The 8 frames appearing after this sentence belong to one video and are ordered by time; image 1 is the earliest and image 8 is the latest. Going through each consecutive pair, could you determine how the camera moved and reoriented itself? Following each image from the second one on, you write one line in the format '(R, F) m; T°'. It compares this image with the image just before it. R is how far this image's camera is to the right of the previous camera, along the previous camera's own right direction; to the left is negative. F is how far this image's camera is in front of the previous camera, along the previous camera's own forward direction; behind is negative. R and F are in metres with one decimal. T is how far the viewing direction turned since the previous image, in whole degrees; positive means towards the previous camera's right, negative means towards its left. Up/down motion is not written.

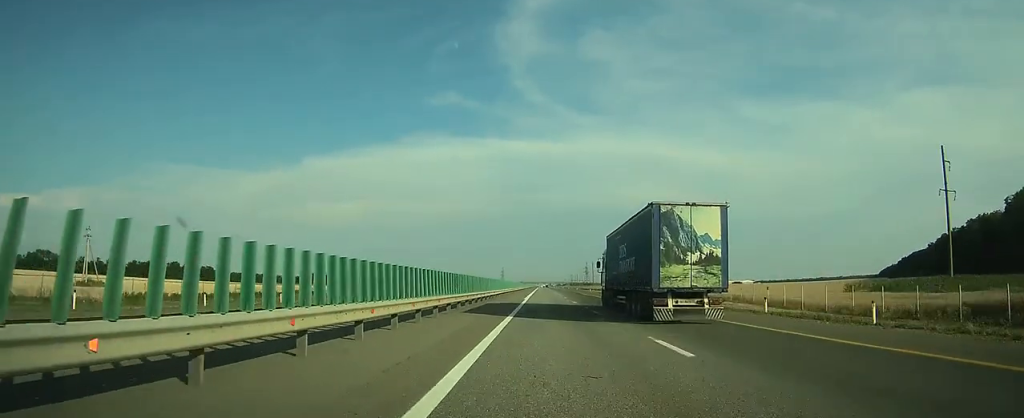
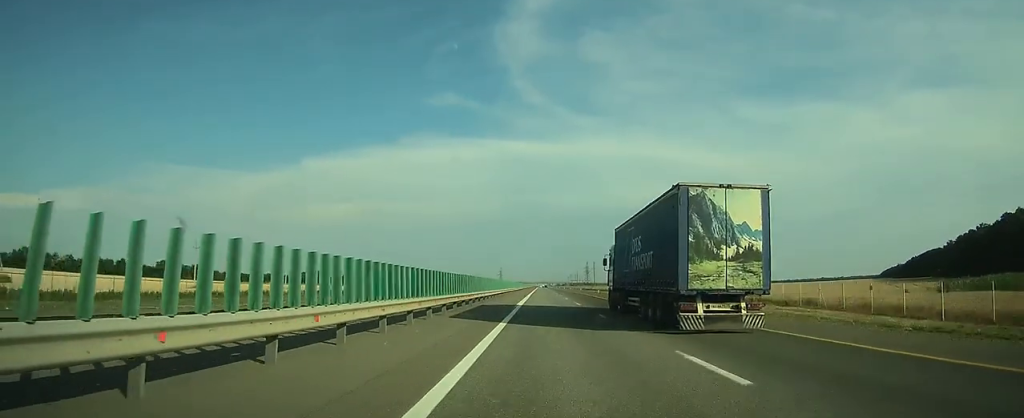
(0.0, +18.9) m; 0°
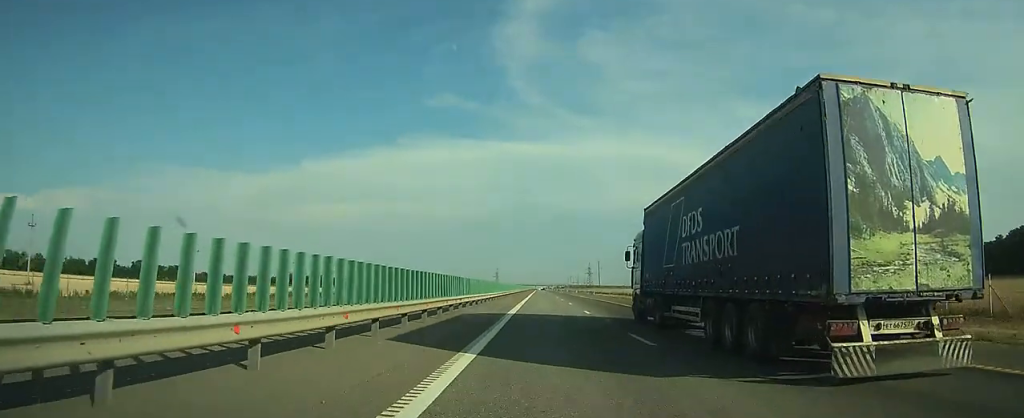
(0.0, +42.1) m; 0°
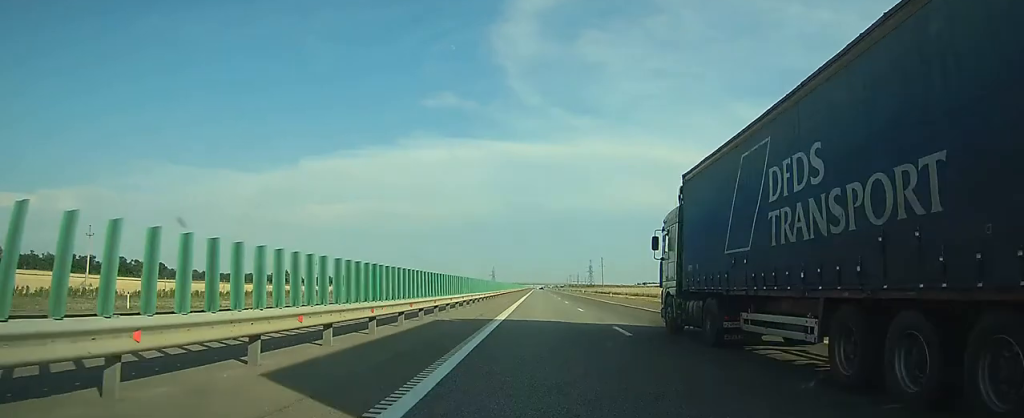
(0.0, +29.5) m; 0°
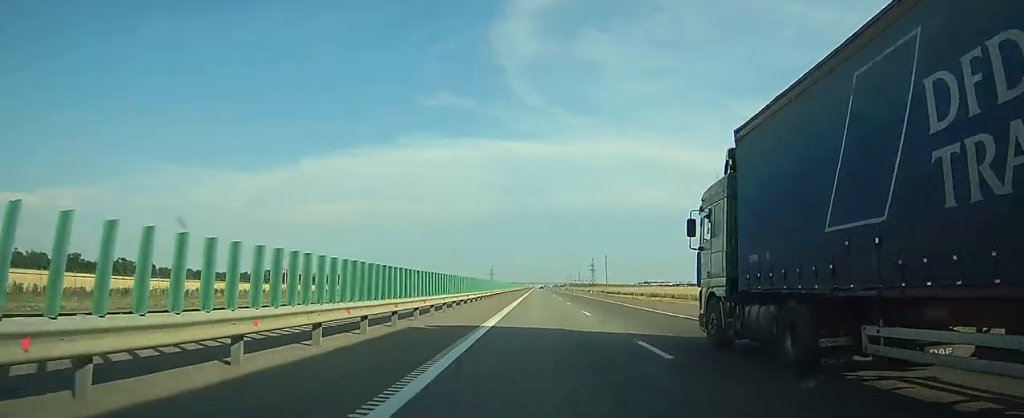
(0.0, +21.1) m; 0°
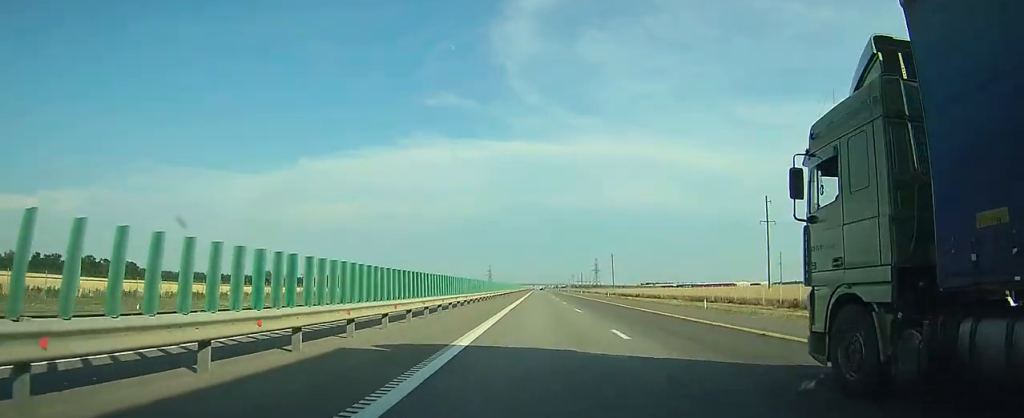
(0.0, +27.4) m; 0°
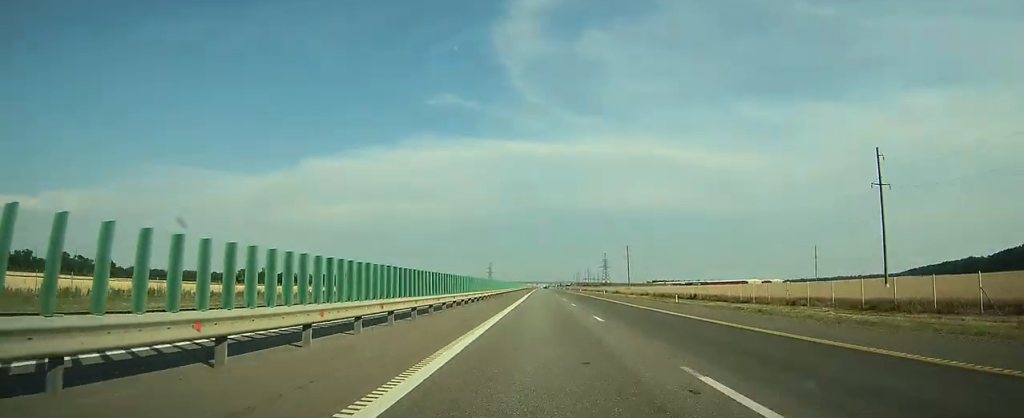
(0.0, +41.2) m; 0°
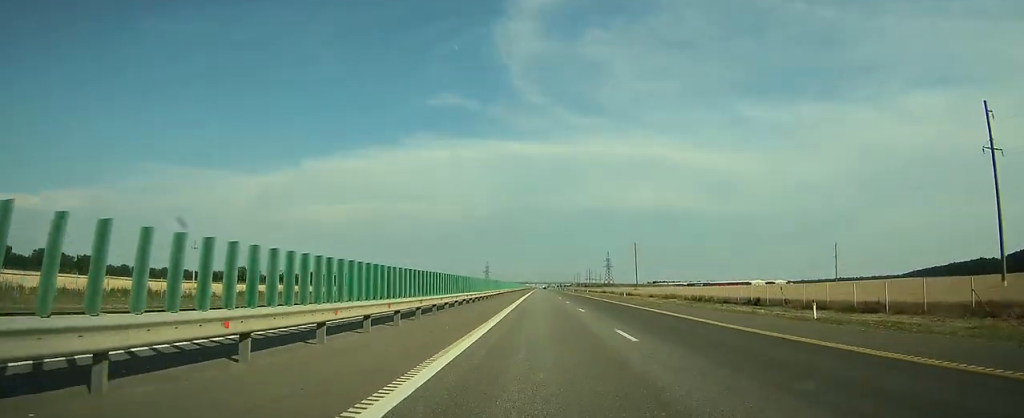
(0.0, +23.2) m; 0°
